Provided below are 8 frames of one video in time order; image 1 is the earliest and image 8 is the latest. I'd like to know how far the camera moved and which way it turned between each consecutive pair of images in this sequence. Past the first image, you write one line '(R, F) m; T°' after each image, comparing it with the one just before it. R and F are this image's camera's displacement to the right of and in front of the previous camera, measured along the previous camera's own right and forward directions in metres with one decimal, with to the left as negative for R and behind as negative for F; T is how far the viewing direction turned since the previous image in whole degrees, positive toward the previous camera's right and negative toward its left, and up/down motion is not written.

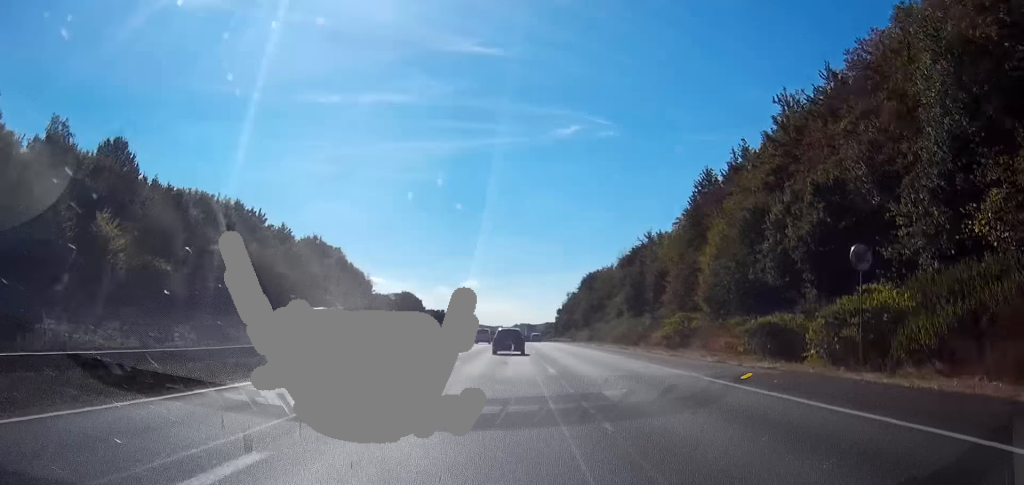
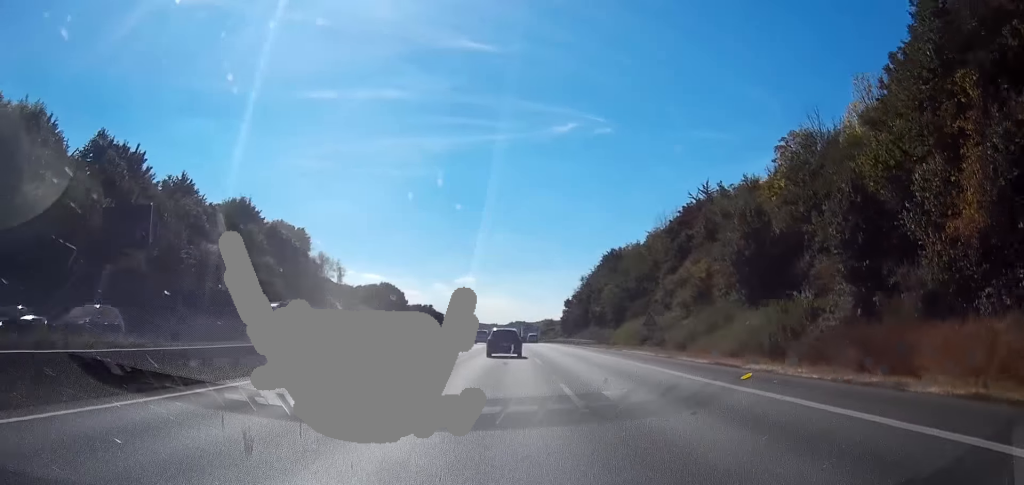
(-0.3, +45.1) m; -1°
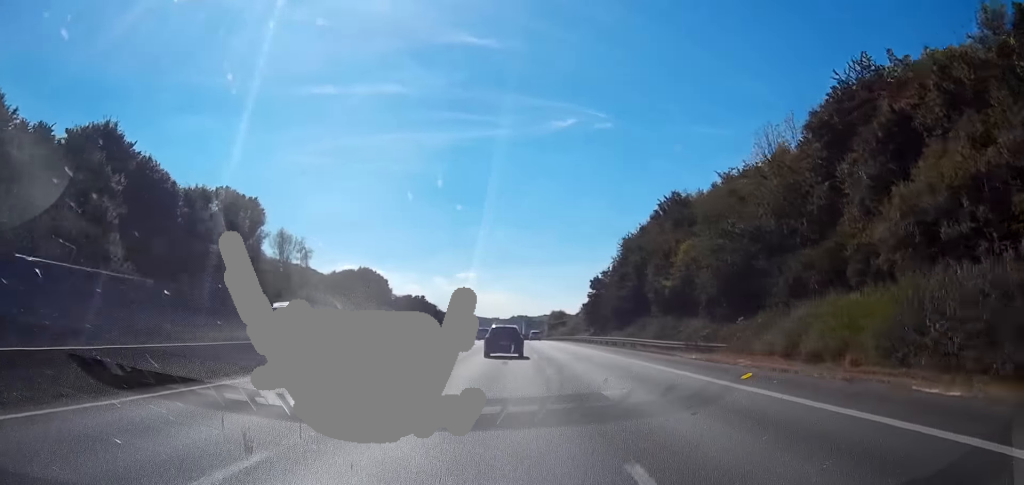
(-0.3, +46.9) m; 0°
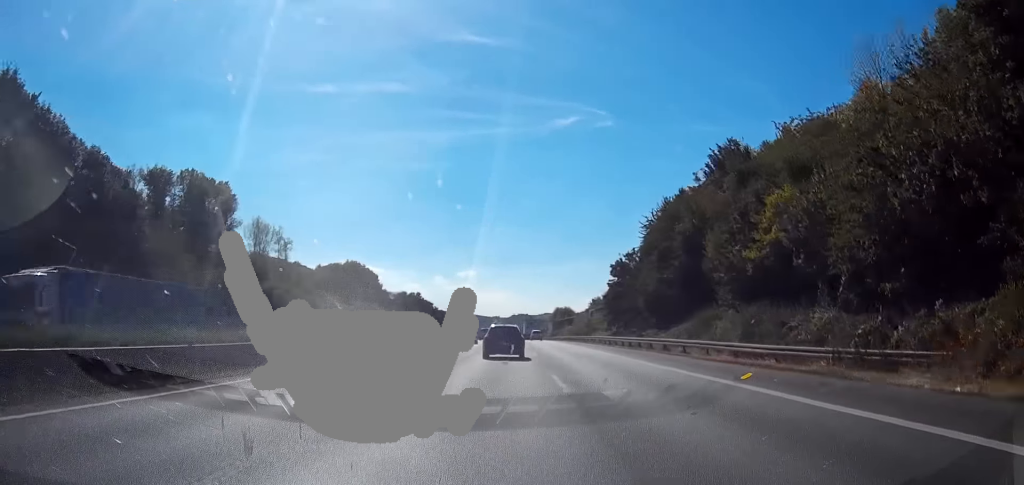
(+0.1, +20.4) m; 0°
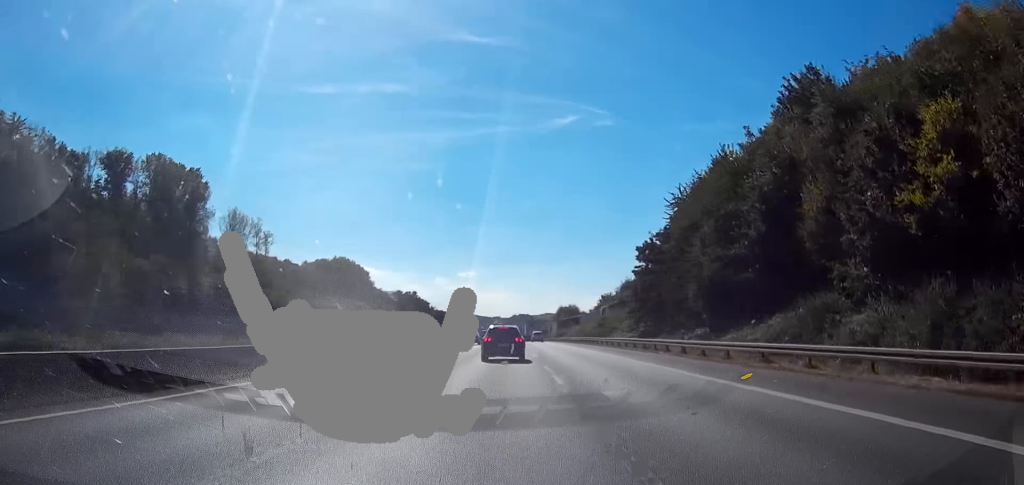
(0.0, +16.2) m; 0°
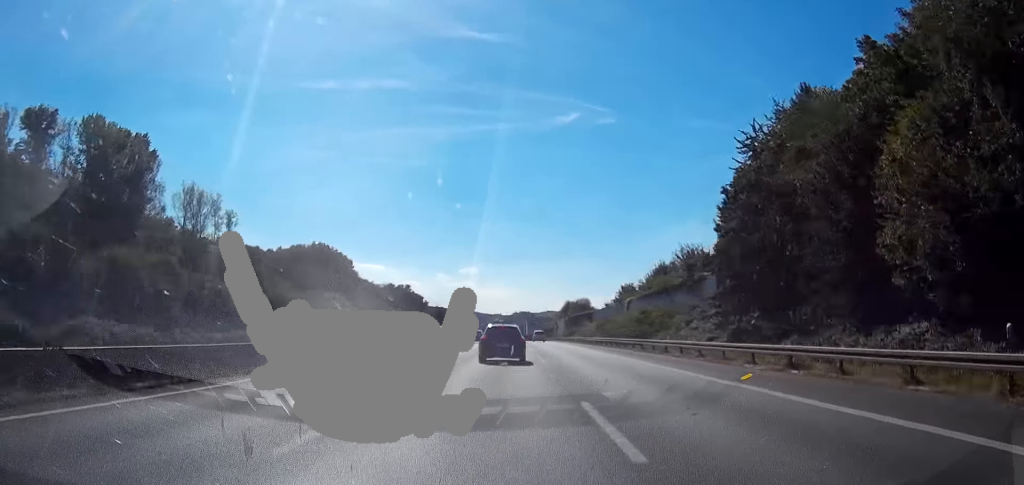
(-0.1, +25.0) m; 0°
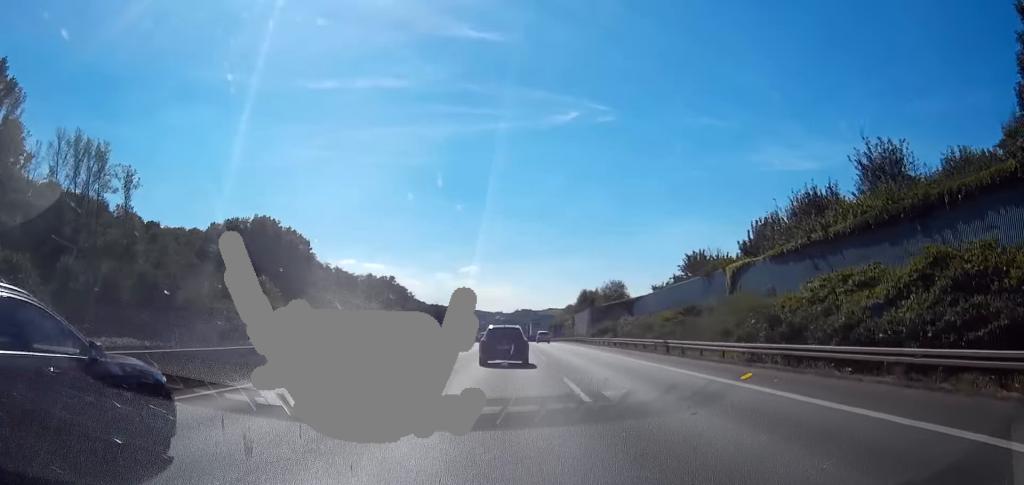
(+0.4, +45.7) m; +1°
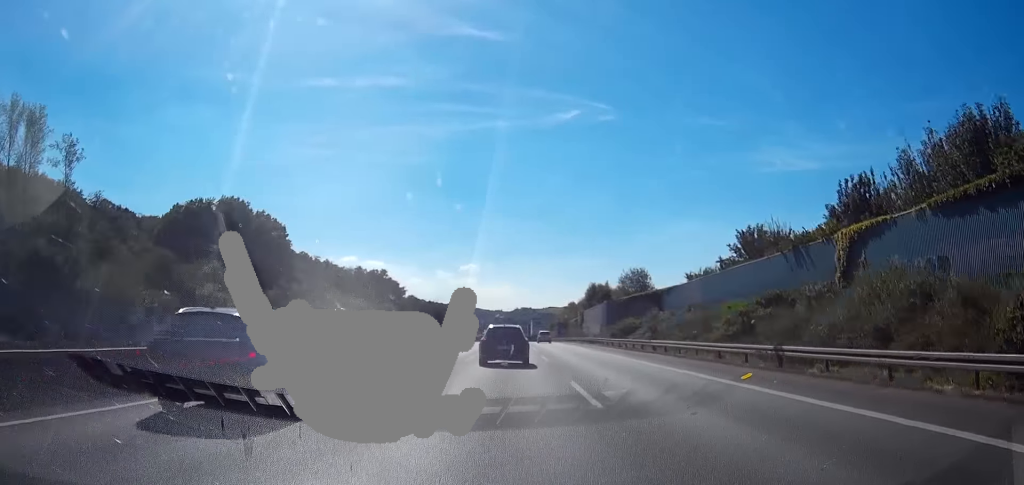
(0.0, +18.6) m; 0°
